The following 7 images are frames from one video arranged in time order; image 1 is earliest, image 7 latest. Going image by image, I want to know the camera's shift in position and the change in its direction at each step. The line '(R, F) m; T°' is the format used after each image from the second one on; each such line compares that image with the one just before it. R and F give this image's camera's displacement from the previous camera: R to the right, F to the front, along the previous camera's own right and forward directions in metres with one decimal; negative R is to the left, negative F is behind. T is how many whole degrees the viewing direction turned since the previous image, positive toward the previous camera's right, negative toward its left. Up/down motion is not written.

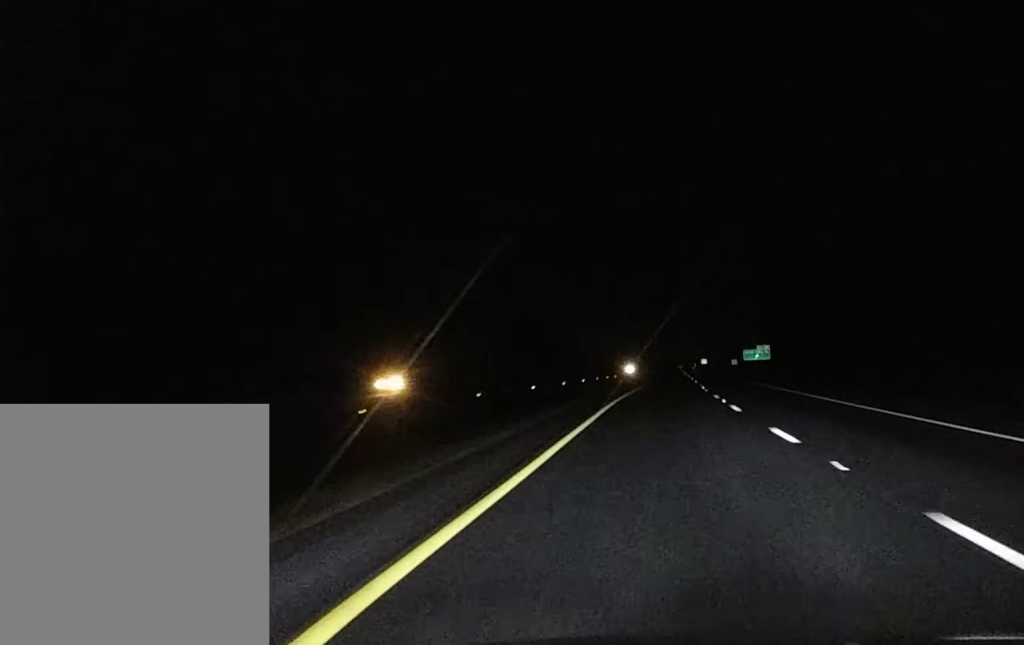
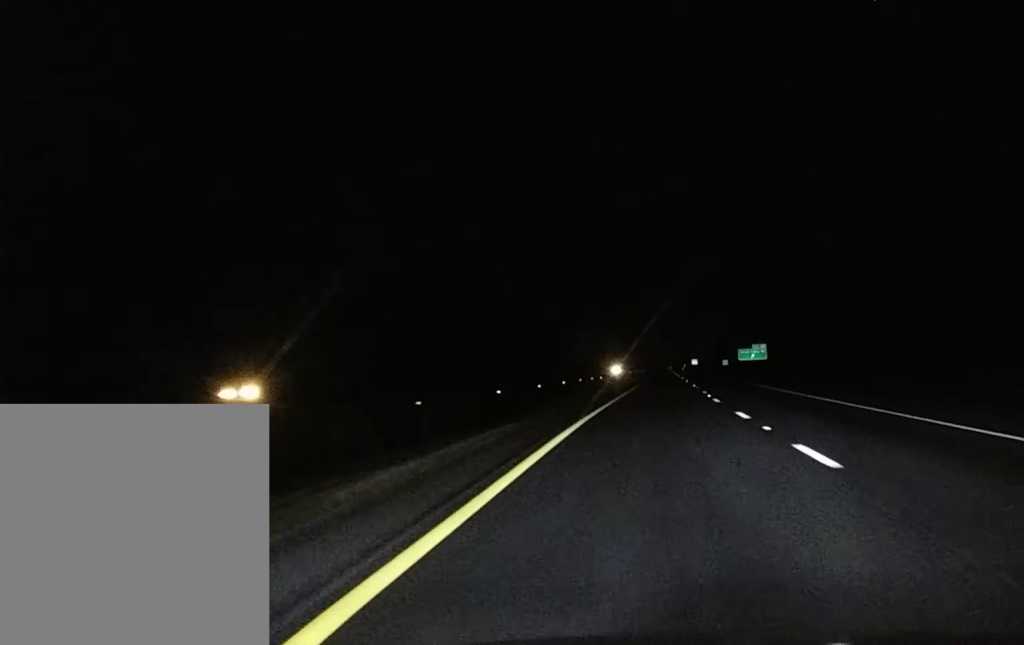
(0.0, +17.1) m; 0°
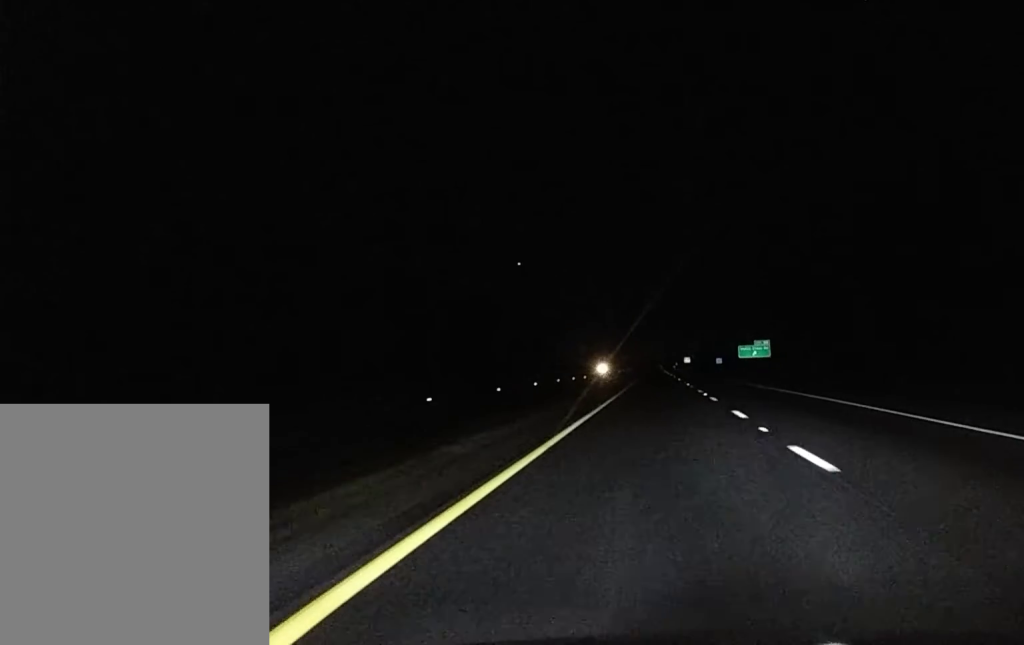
(+0.1, +22.2) m; 0°
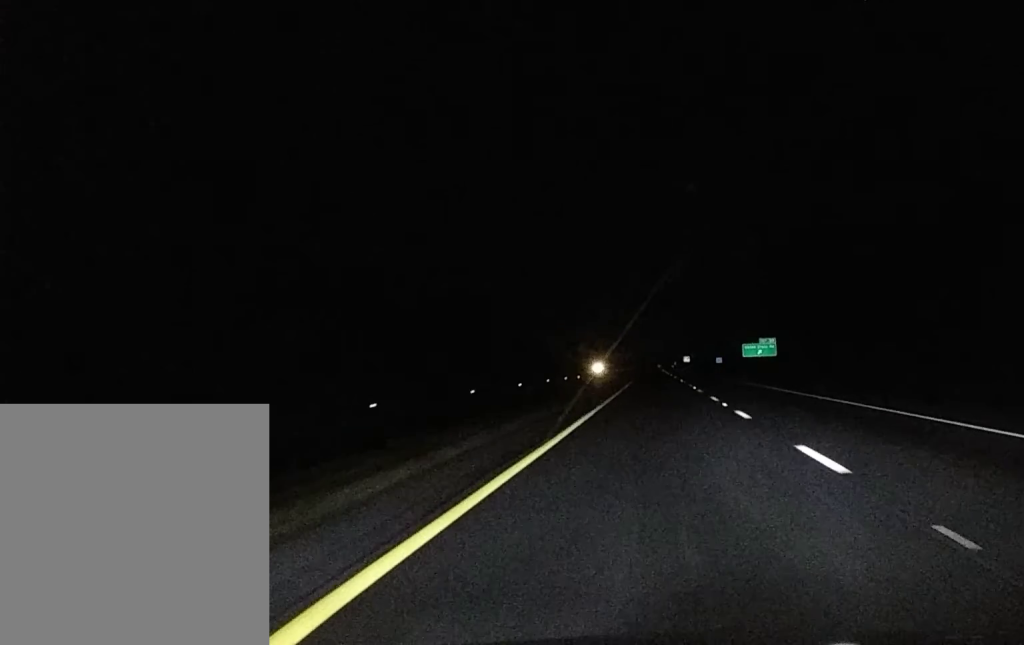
(0.0, +13.1) m; 0°
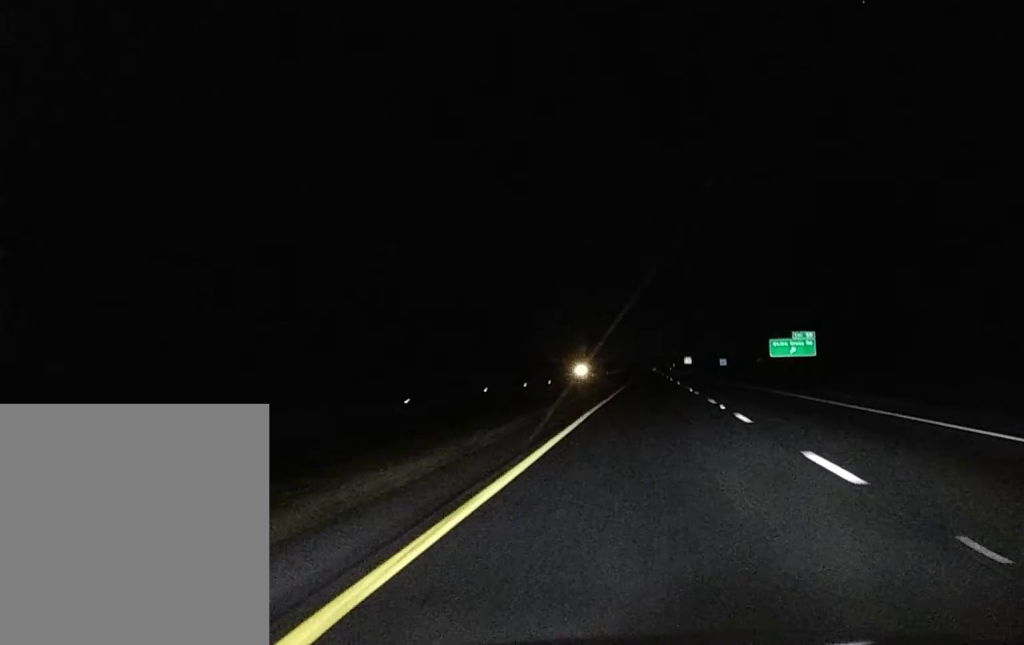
(+0.1, +43.3) m; 0°
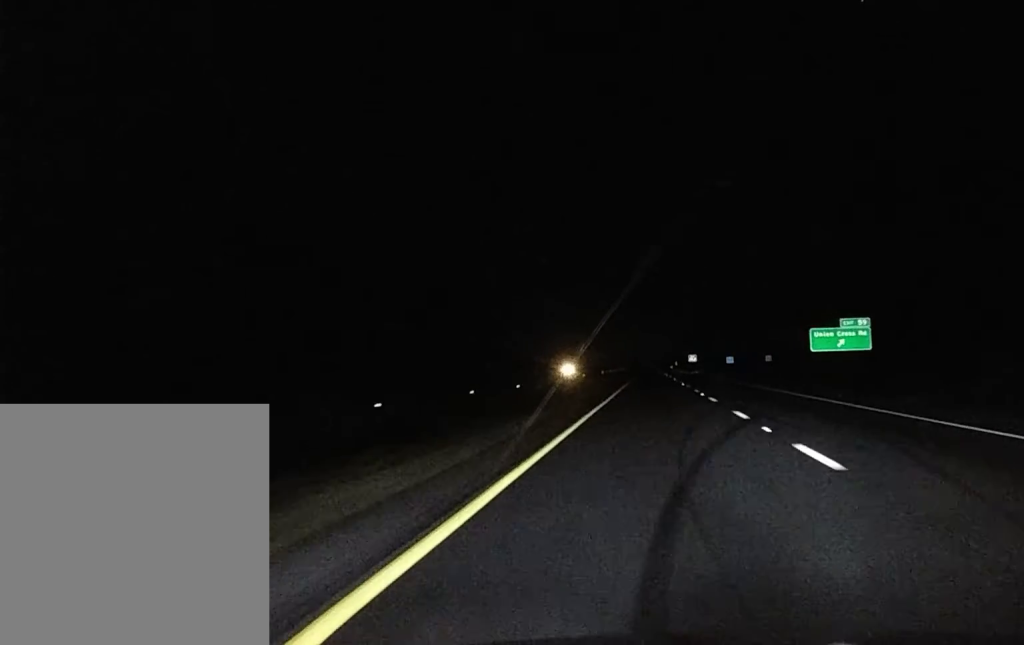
(+0.1, +37.3) m; 0°
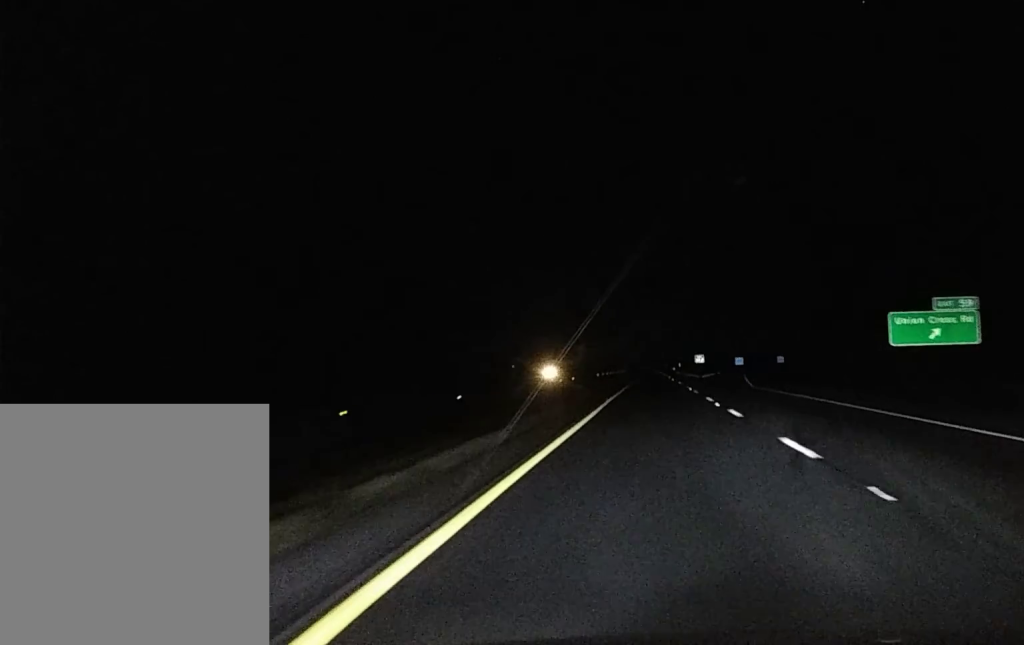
(+0.1, +34.1) m; 0°
